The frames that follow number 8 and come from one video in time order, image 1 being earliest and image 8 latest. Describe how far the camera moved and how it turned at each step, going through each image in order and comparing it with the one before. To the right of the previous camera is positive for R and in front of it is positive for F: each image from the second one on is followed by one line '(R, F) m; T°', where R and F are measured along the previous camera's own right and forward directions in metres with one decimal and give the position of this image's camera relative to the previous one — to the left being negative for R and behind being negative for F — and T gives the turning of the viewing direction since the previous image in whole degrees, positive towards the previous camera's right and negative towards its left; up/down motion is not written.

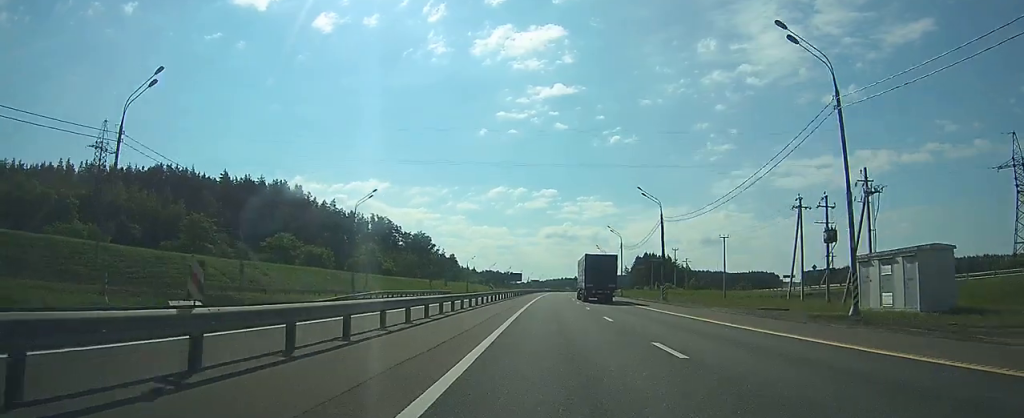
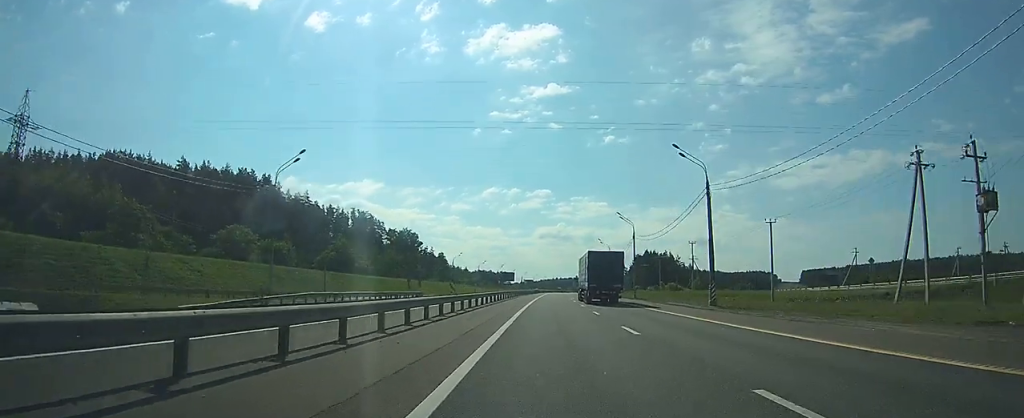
(+0.1, +18.4) m; +1°
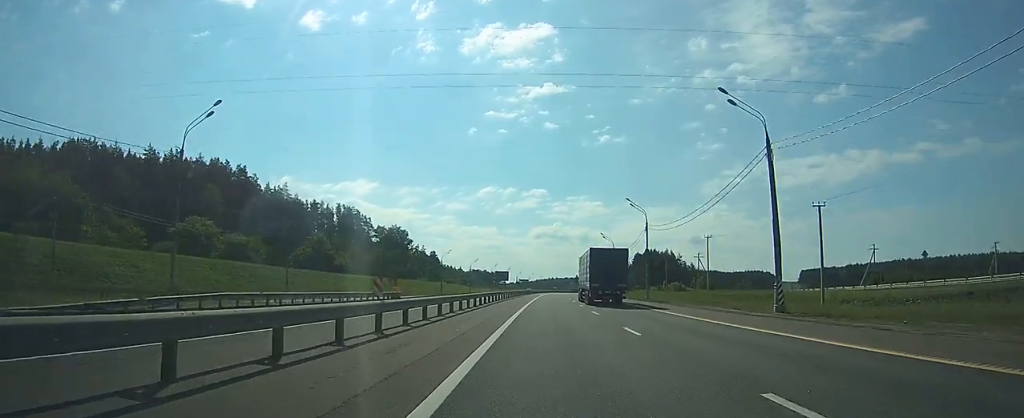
(+0.1, +12.3) m; 0°
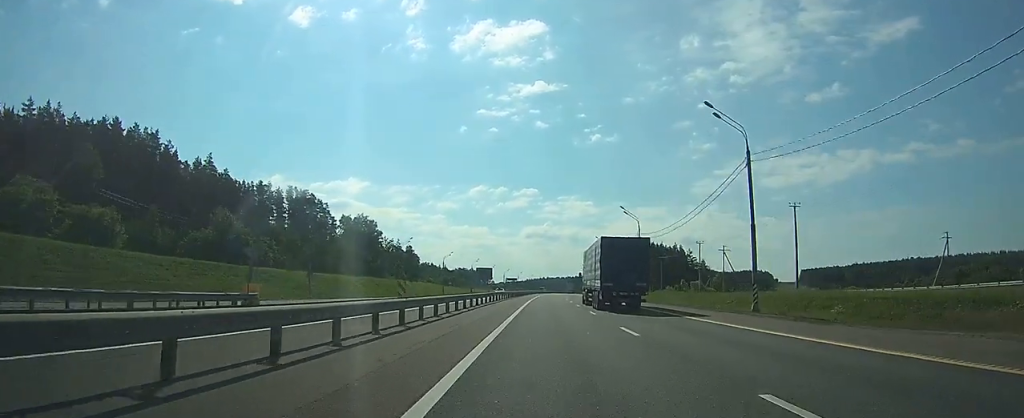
(+0.5, +35.8) m; +1°
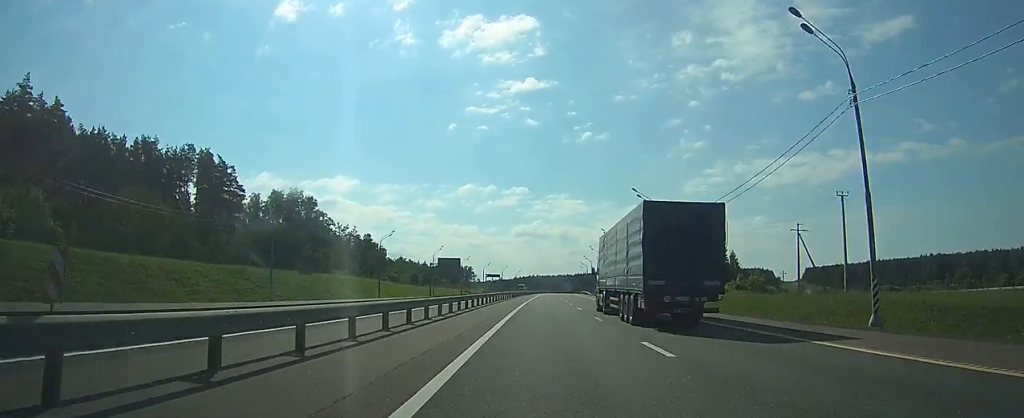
(+0.5, +52.3) m; +1°
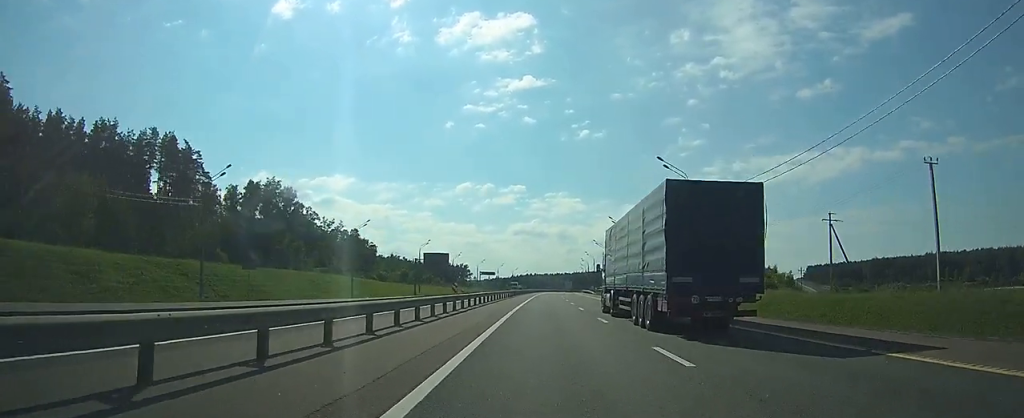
(+0.1, +13.3) m; 0°
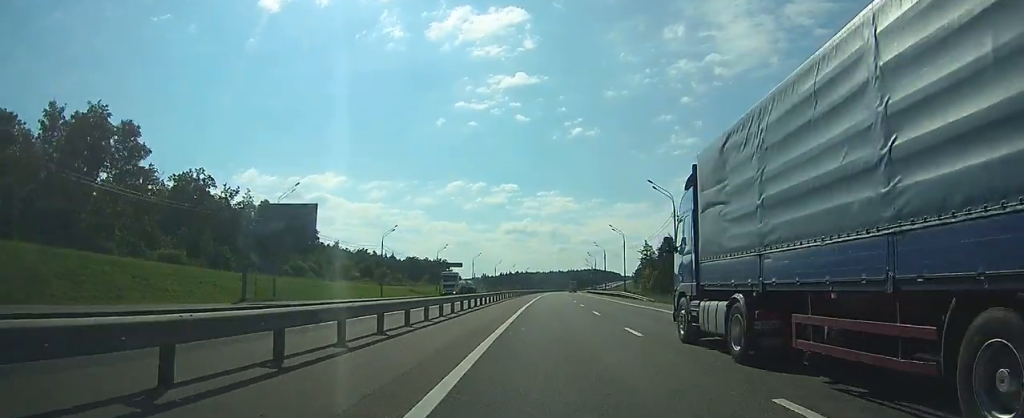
(+0.6, +65.0) m; +1°
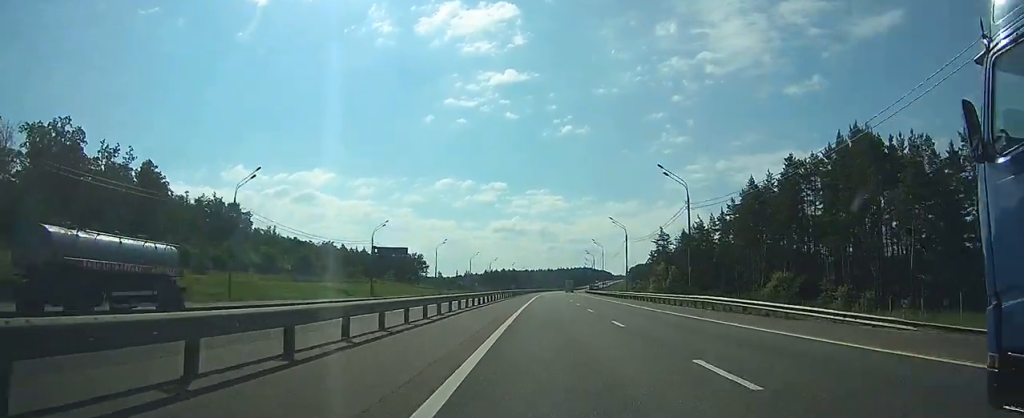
(+0.4, +43.5) m; +1°
